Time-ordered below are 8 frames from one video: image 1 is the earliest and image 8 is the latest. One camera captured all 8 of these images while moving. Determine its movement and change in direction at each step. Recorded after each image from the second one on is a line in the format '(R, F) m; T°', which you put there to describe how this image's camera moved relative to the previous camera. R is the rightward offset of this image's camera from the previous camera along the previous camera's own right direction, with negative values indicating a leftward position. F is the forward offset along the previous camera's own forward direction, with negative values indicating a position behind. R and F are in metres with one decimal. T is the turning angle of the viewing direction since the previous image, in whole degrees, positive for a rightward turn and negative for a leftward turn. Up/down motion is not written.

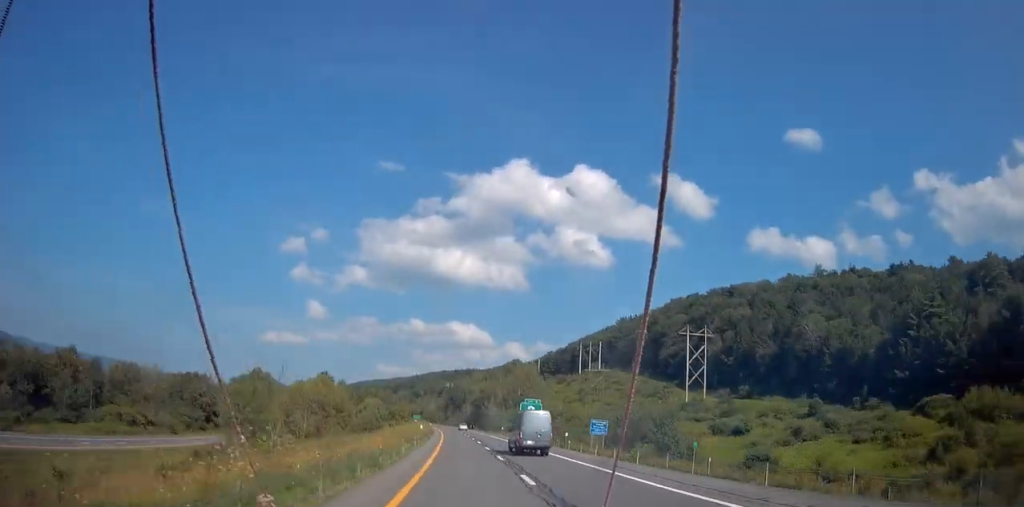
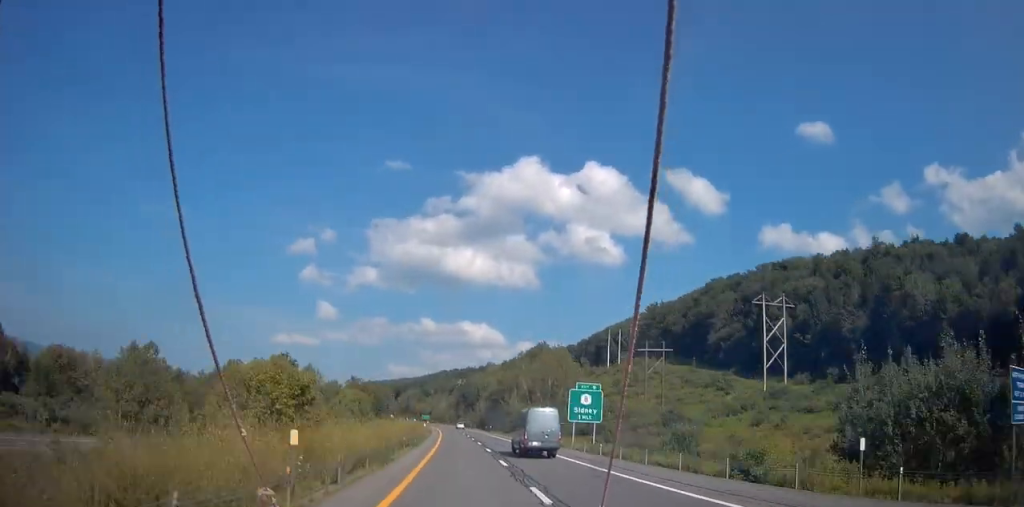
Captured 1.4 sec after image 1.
(+0.1, +41.0) m; -1°
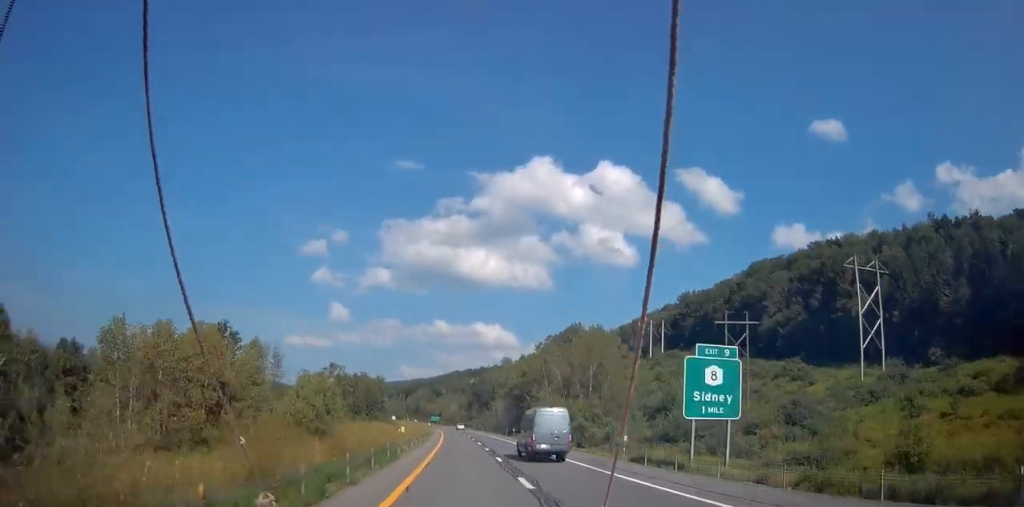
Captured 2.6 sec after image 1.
(-0.6, +33.3) m; -1°
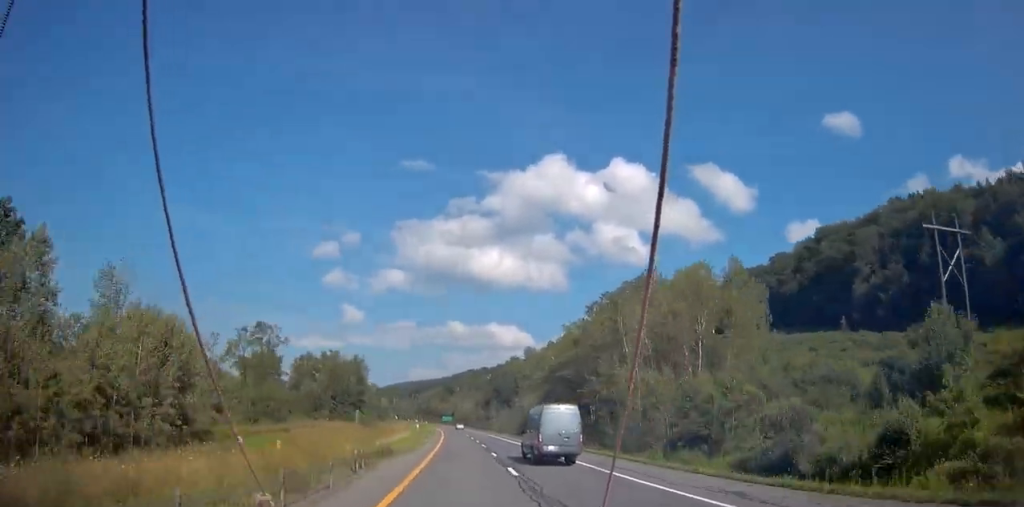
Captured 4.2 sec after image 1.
(-0.3, +45.2) m; -2°
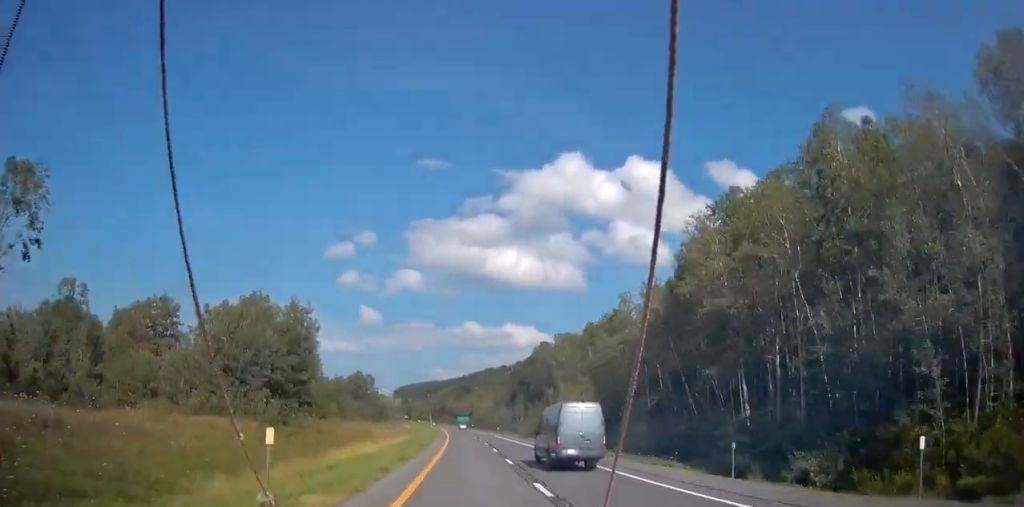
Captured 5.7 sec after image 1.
(-0.7, +43.4) m; -2°
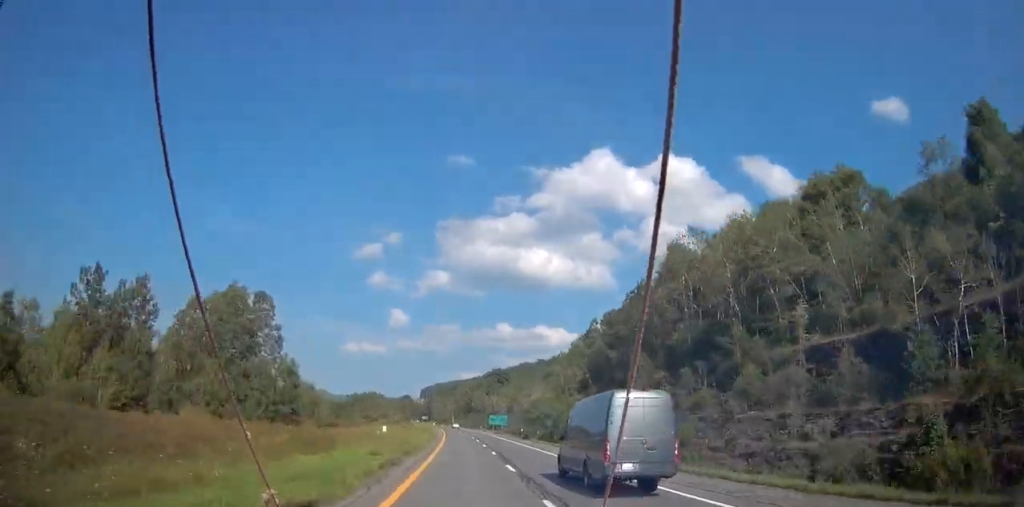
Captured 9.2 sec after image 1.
(-3.1, +101.0) m; -3°
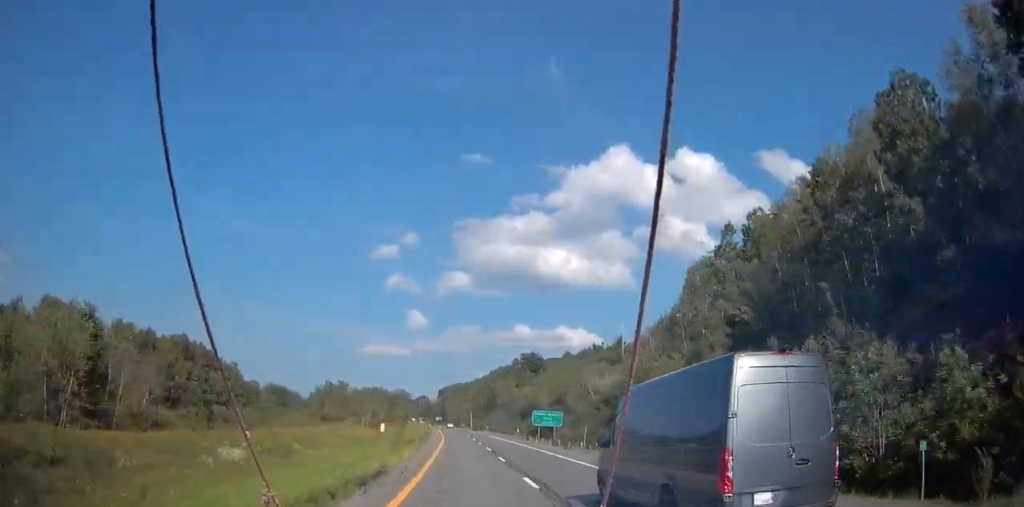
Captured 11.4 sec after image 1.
(-0.8, +66.5) m; -2°
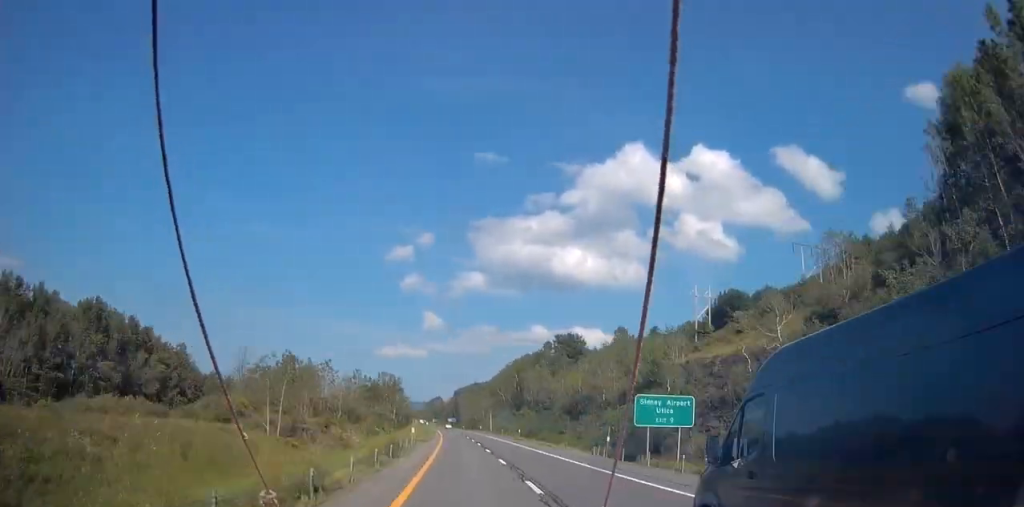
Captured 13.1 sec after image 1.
(-1.1, +49.3) m; -2°
